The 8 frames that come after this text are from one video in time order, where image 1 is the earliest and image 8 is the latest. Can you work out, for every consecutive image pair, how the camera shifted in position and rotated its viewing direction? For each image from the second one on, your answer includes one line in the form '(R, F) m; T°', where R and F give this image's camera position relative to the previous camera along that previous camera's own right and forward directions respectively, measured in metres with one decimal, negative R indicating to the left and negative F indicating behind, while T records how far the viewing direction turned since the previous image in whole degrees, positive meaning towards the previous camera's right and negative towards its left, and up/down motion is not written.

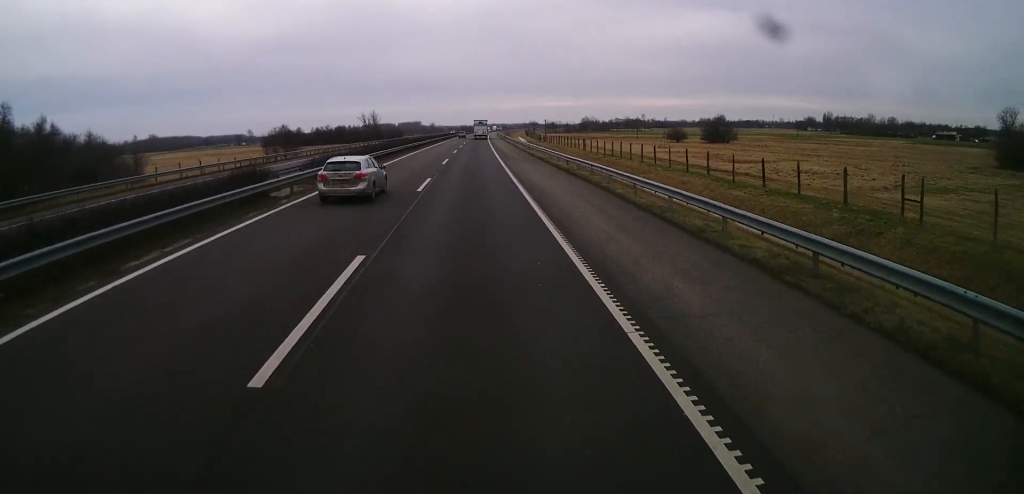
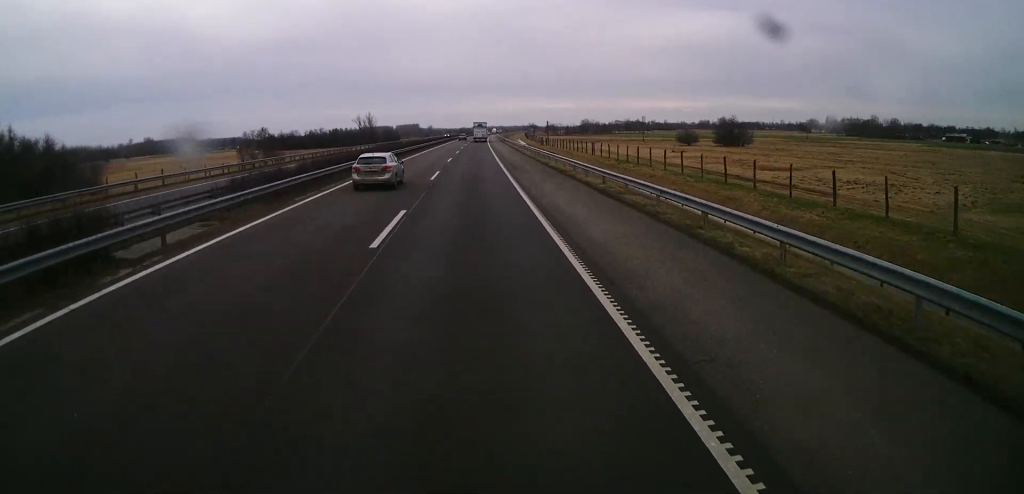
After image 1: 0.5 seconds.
(0.0, +10.8) m; 0°
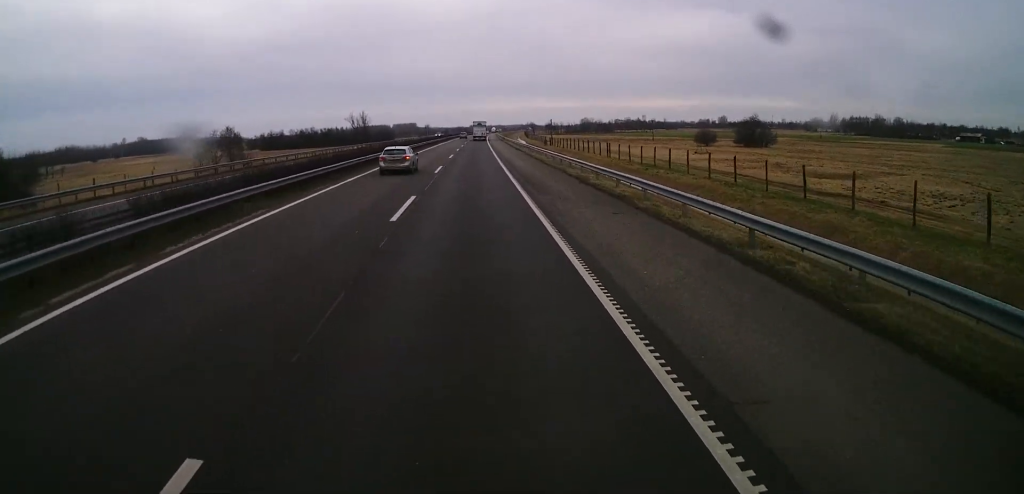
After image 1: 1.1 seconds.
(0.0, +14.6) m; 0°
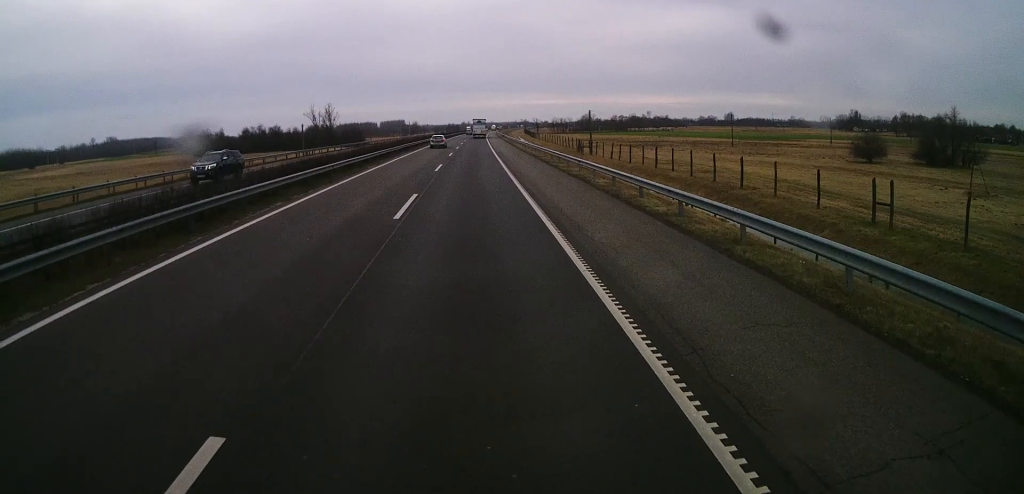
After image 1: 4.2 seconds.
(+1.0, +71.6) m; +1°
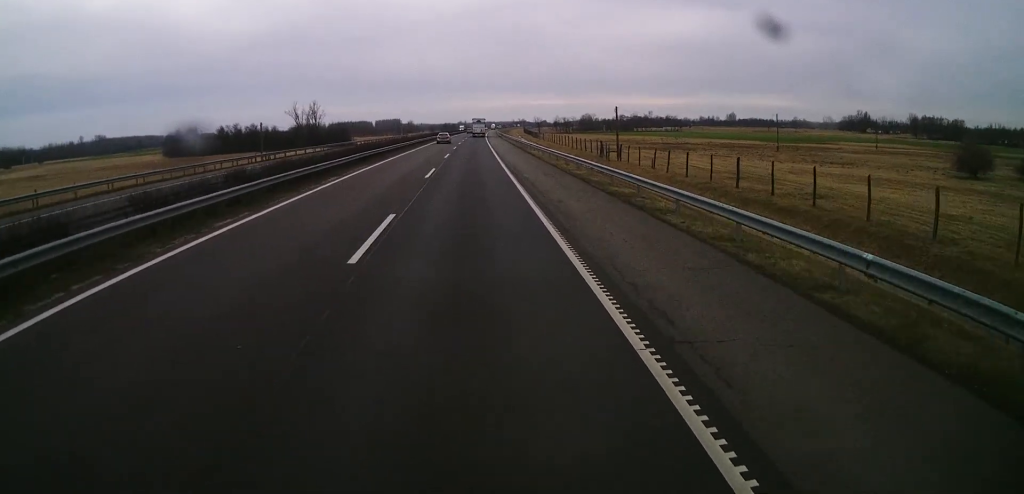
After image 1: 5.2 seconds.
(+0.1, +23.8) m; +1°
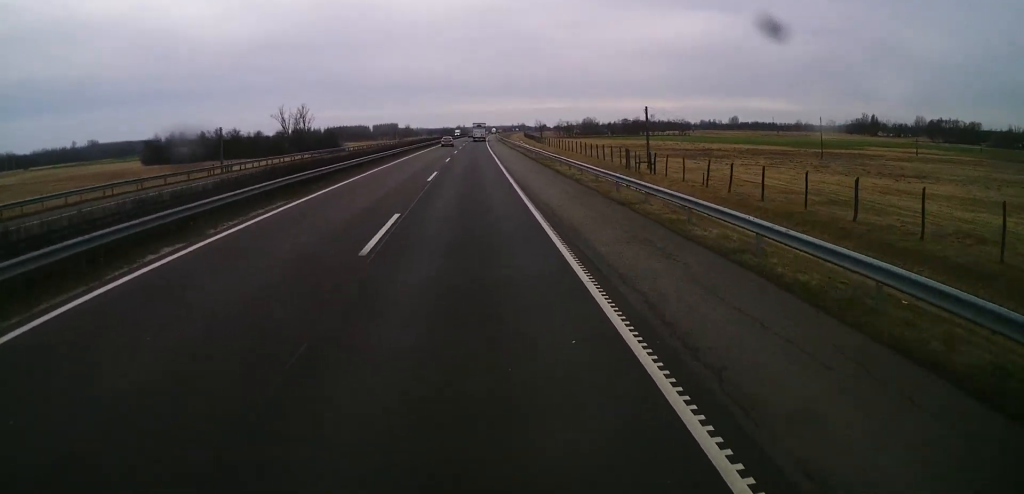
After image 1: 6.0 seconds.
(+0.1, +17.0) m; 0°
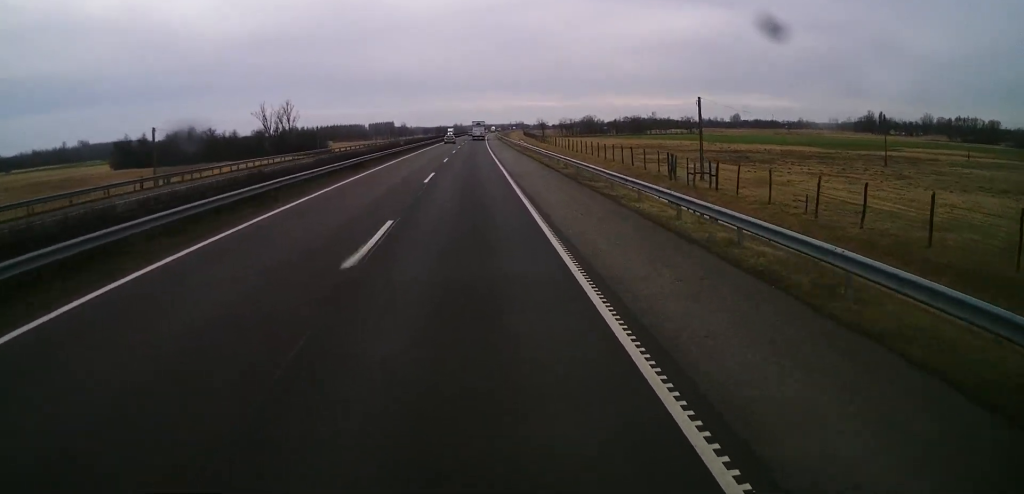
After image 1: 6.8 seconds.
(+0.1, +19.3) m; 0°
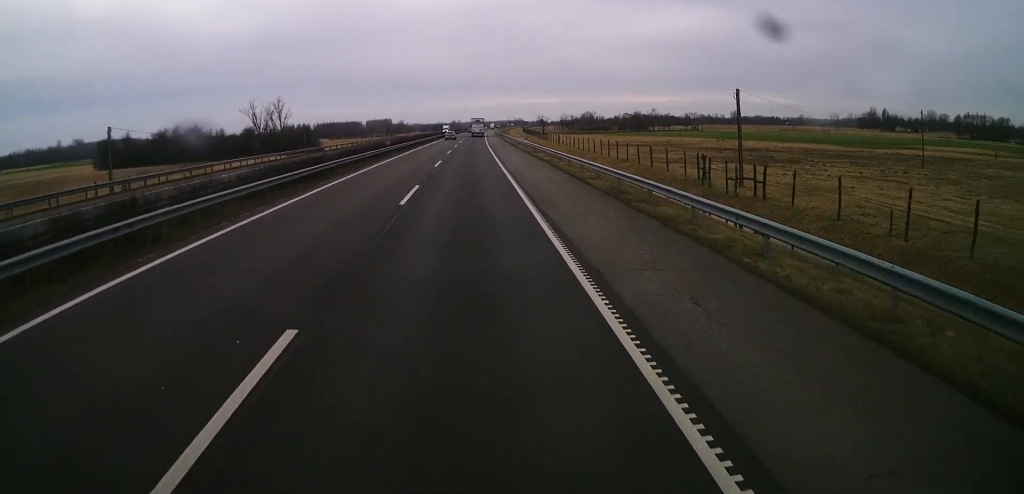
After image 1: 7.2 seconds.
(0.0, +9.2) m; 0°
